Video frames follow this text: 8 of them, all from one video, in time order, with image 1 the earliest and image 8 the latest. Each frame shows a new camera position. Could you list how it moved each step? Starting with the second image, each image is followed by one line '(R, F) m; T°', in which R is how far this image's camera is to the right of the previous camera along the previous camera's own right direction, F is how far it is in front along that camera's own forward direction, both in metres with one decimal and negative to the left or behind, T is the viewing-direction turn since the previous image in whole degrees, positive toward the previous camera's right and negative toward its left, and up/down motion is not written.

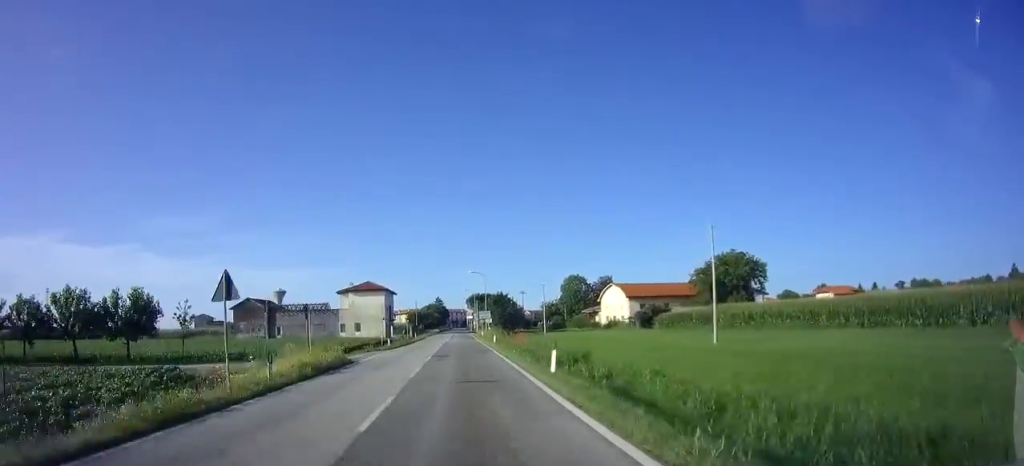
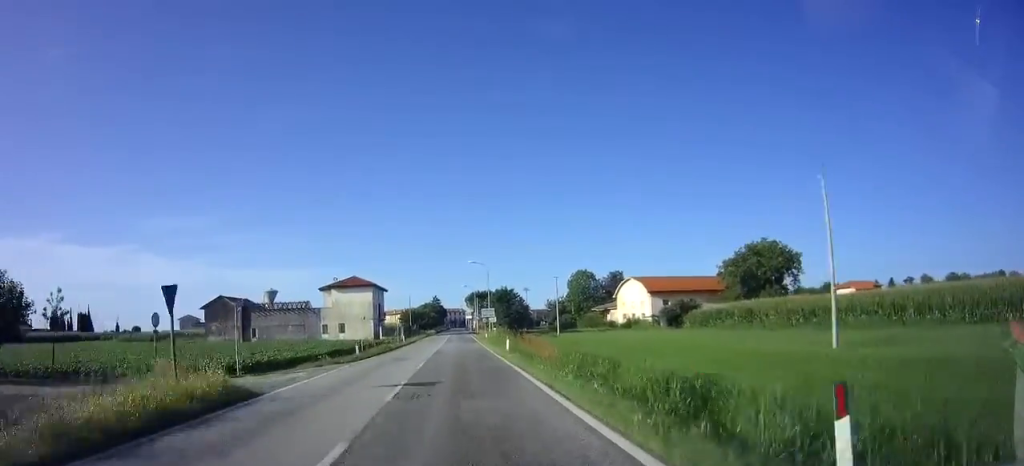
(0.0, +11.5) m; 0°
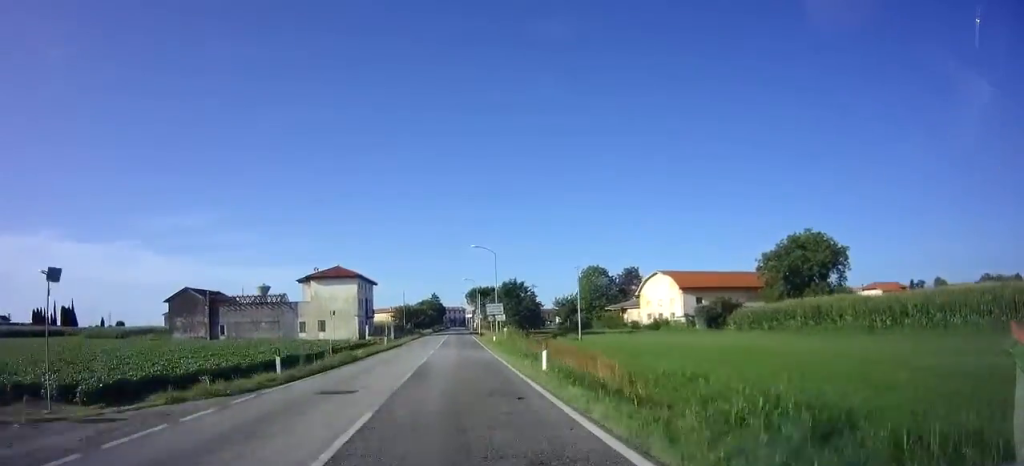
(0.0, +12.0) m; 0°
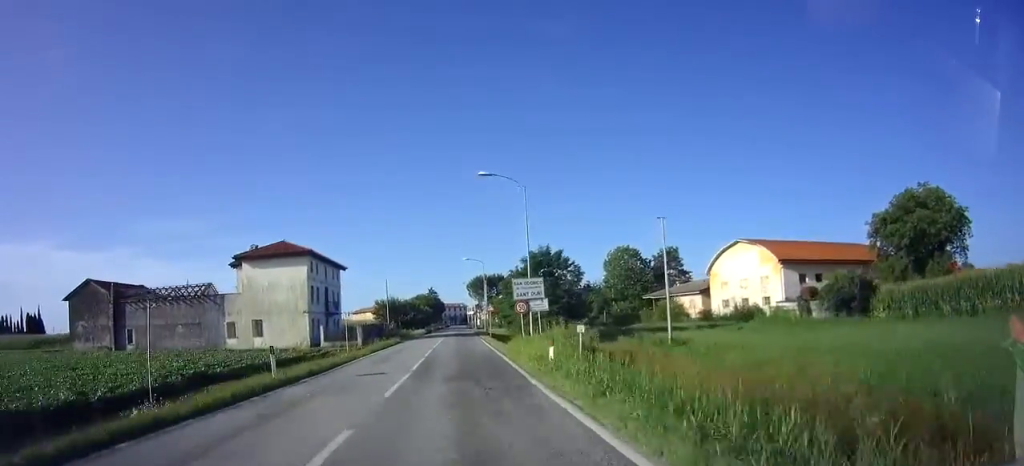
(-0.1, +24.0) m; 0°
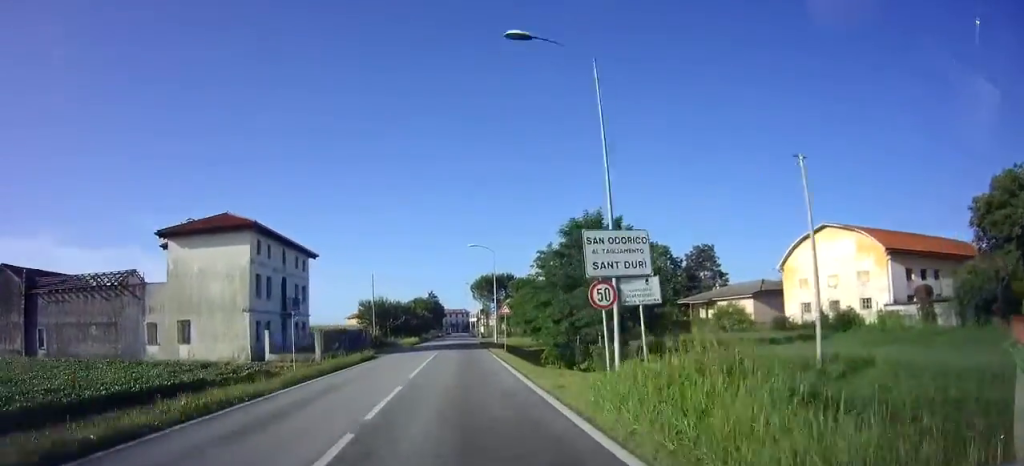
(+0.1, +13.9) m; 0°
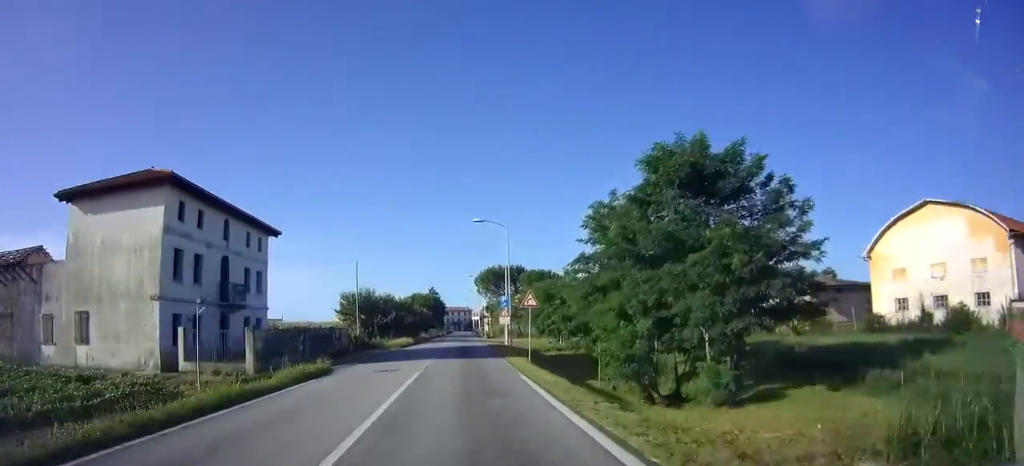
(0.0, +11.1) m; 0°
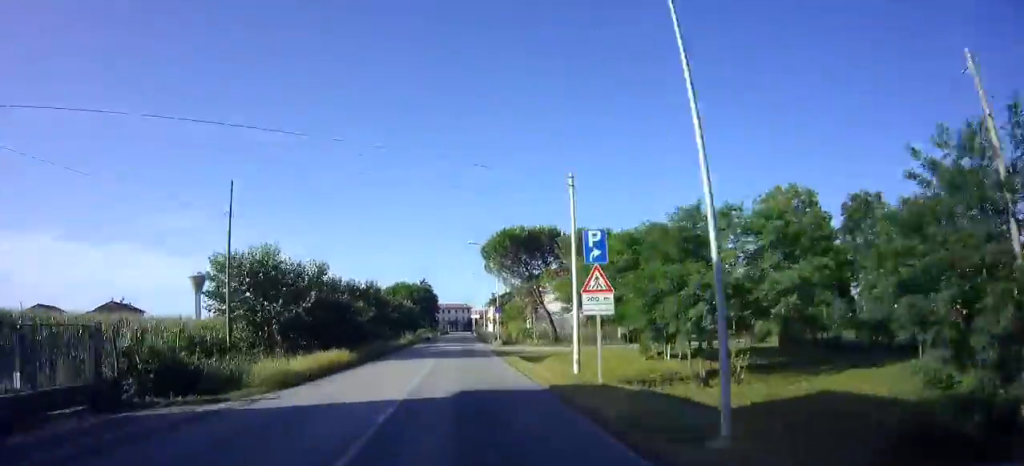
(-0.1, +28.5) m; 0°
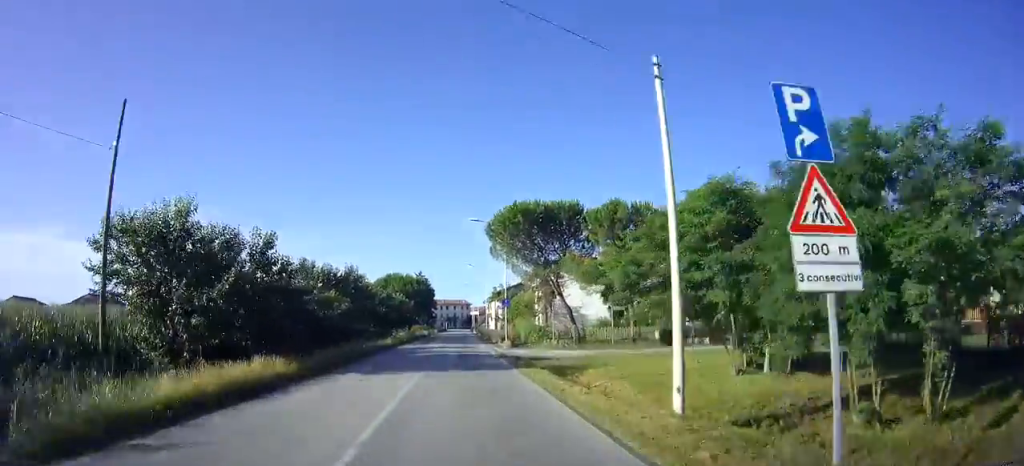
(0.0, +9.4) m; 0°
